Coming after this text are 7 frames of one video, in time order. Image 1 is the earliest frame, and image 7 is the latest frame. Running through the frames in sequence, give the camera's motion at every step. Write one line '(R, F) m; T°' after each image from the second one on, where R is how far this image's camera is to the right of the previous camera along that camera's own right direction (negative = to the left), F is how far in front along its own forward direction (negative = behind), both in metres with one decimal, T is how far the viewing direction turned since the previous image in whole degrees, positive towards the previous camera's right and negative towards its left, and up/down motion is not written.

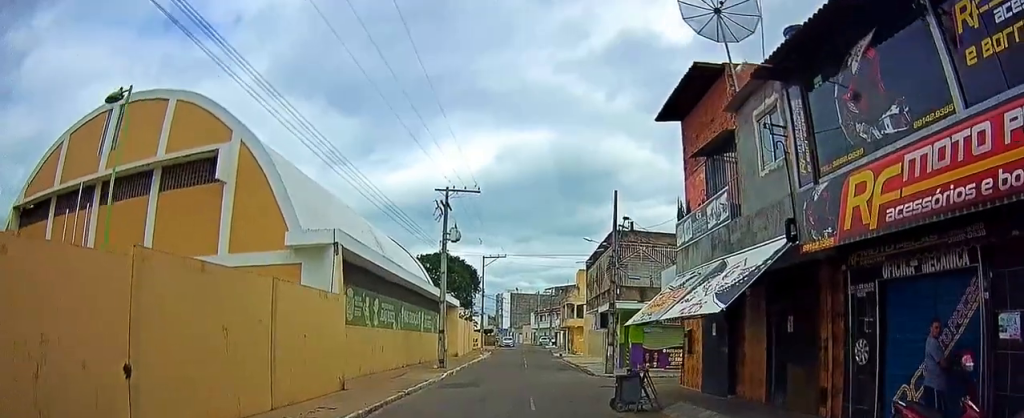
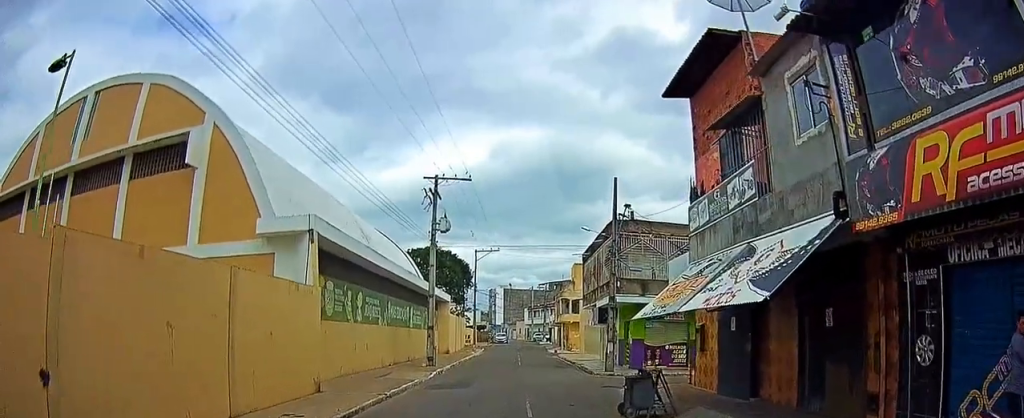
(+0.1, +2.4) m; +2°
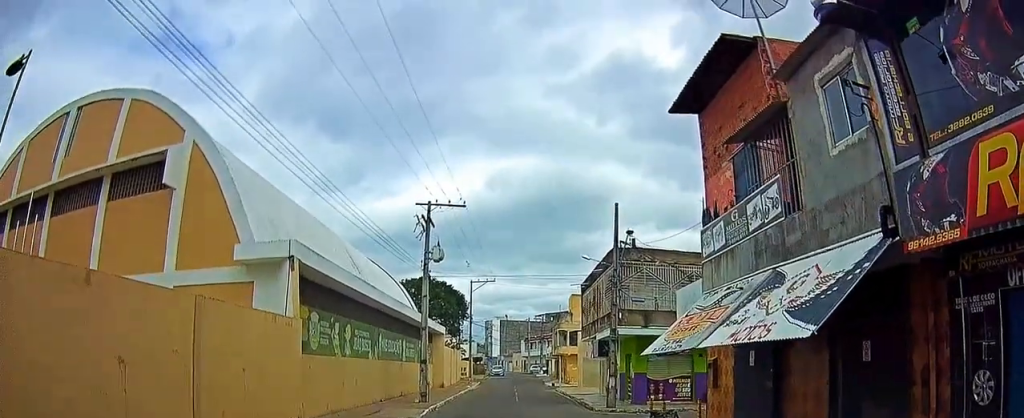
(0.0, +2.3) m; -2°
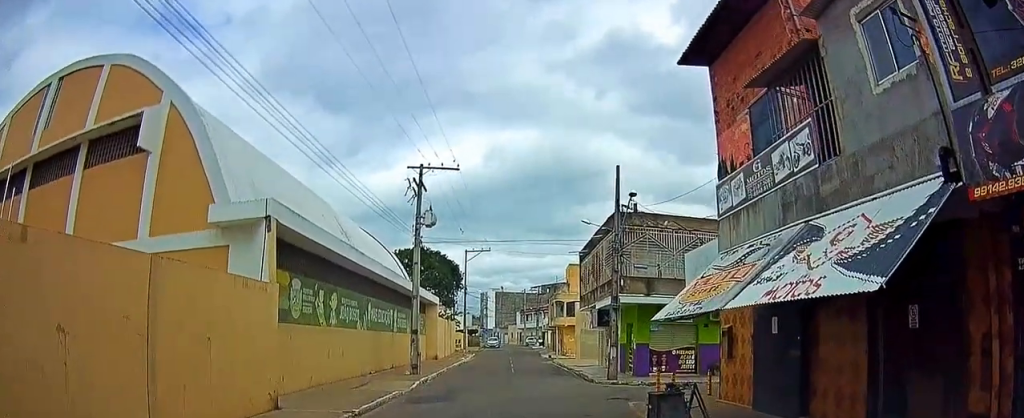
(0.0, +2.1) m; -4°
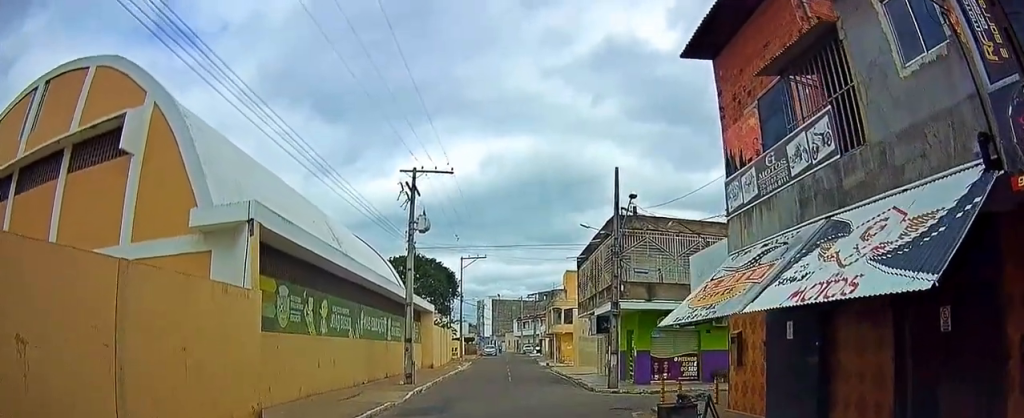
(-0.1, +1.0) m; -3°
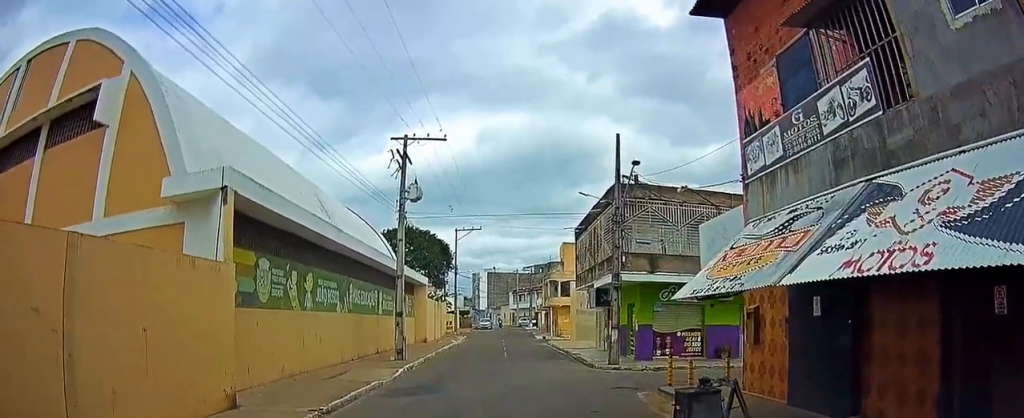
(0.0, +1.2) m; +1°
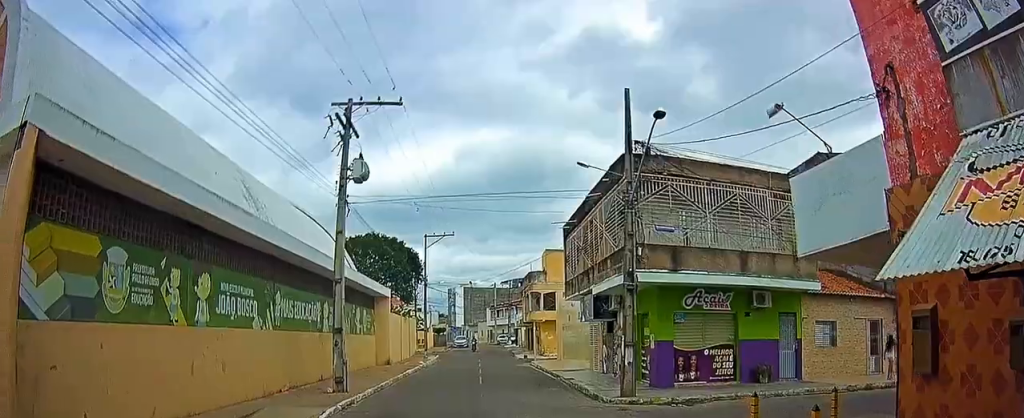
(+0.8, +3.9) m; +13°
